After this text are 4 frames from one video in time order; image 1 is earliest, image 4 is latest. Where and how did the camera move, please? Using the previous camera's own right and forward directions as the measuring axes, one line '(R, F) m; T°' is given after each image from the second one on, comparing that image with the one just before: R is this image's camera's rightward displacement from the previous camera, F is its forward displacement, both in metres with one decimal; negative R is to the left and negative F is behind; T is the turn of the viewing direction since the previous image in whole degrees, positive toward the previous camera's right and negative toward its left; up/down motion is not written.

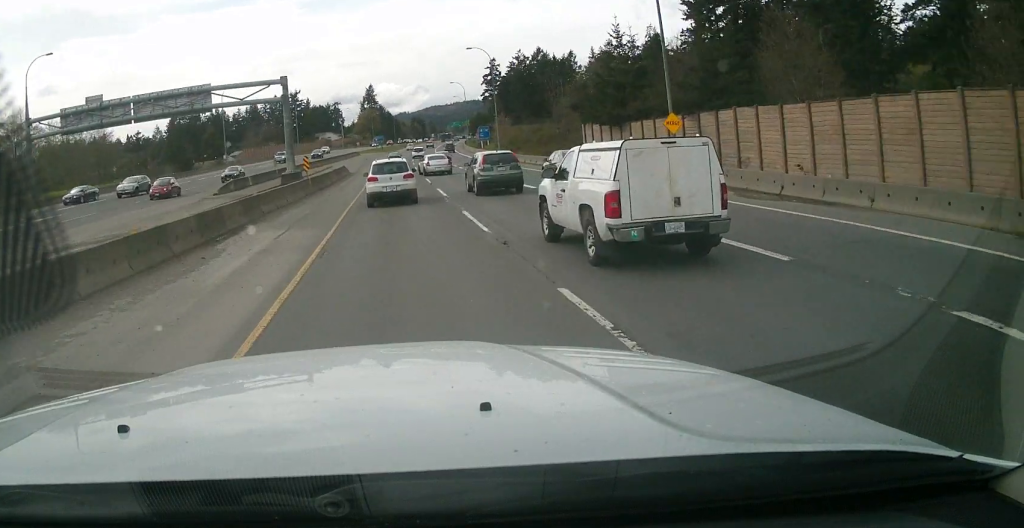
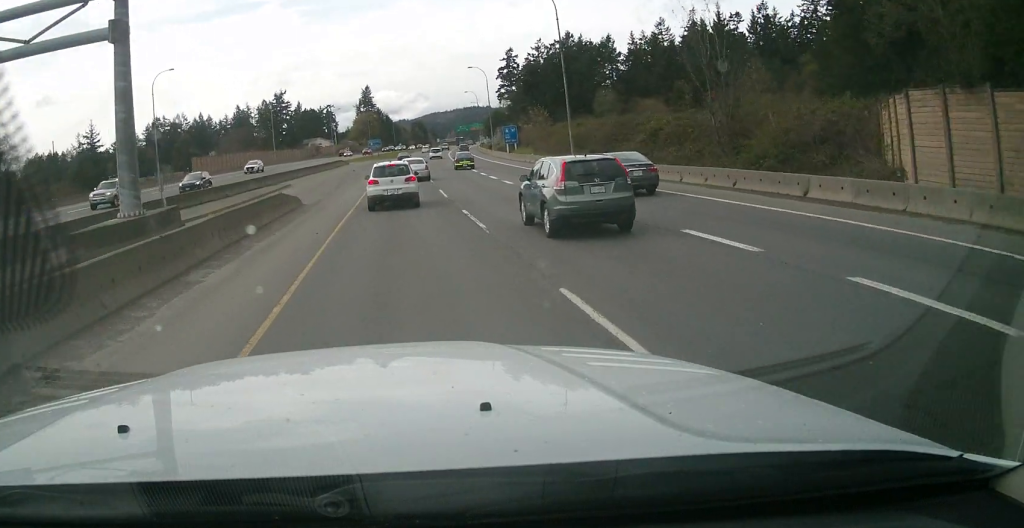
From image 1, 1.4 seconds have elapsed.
(-0.1, +35.2) m; 0°
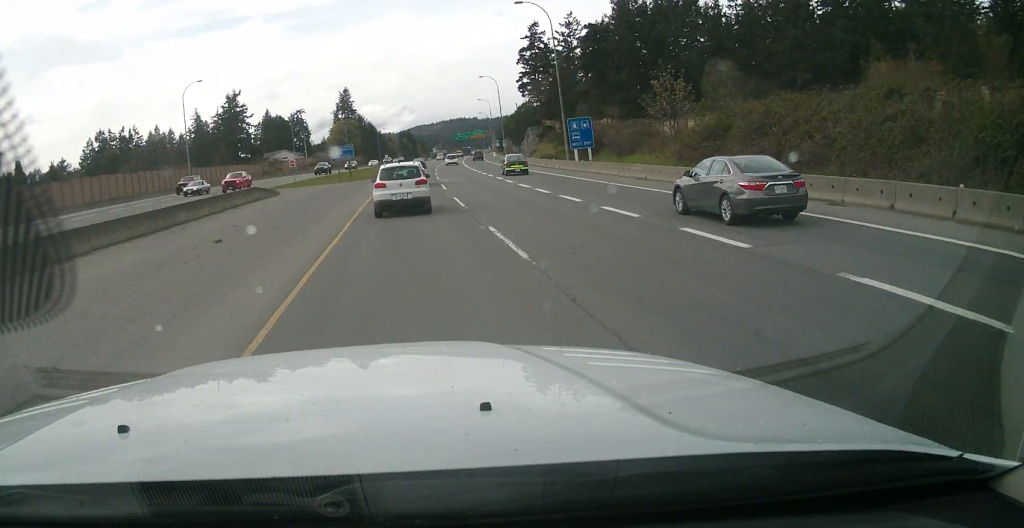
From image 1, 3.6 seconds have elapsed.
(-0.1, +54.8) m; 0°
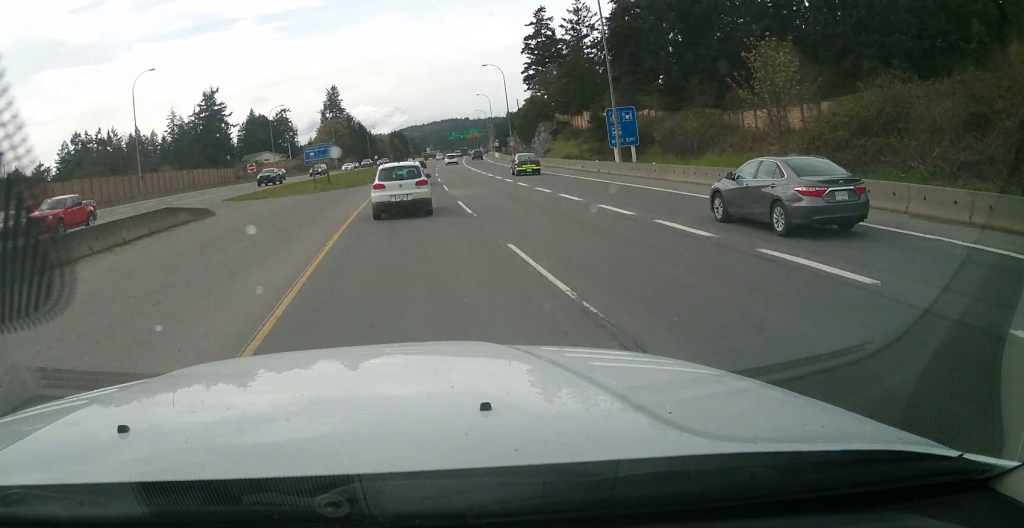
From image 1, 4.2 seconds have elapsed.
(+0.4, +16.1) m; +1°
